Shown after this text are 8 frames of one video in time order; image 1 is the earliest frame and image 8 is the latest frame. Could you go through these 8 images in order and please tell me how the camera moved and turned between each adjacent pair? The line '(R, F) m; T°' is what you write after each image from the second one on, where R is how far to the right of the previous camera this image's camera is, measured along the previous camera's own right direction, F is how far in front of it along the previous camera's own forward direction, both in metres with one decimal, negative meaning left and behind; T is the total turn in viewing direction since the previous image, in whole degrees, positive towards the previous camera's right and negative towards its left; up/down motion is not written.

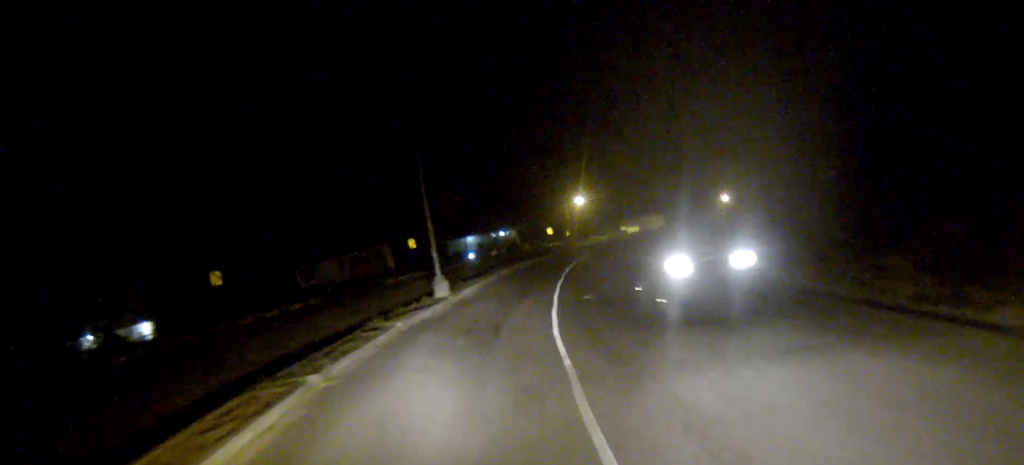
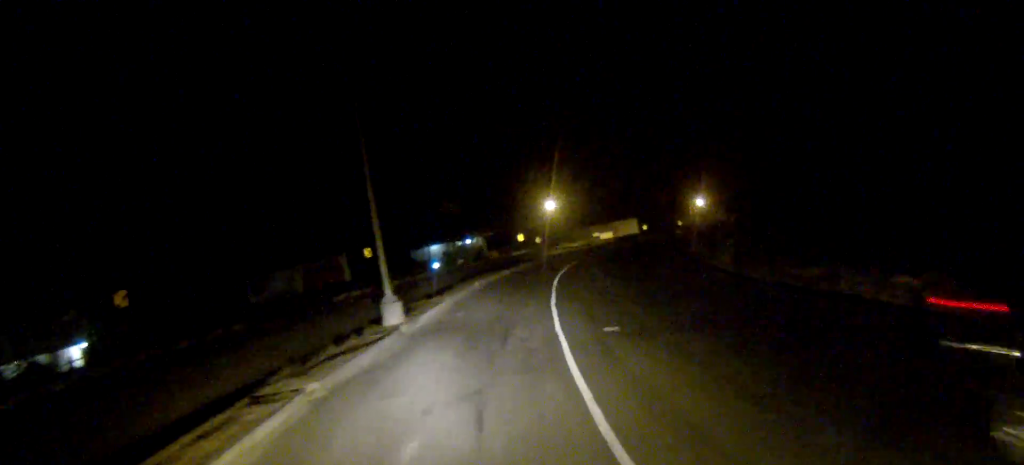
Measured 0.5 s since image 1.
(0.0, +7.6) m; +3°
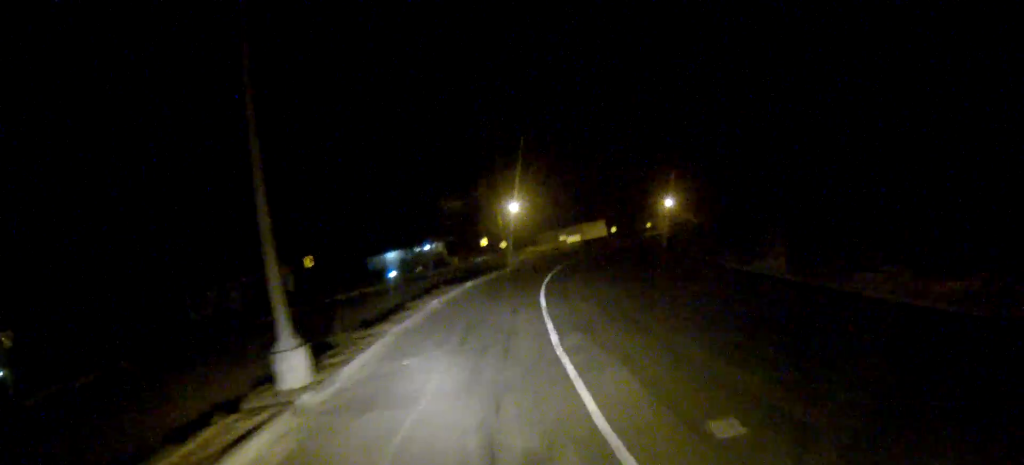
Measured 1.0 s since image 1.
(+0.3, +8.2) m; +2°
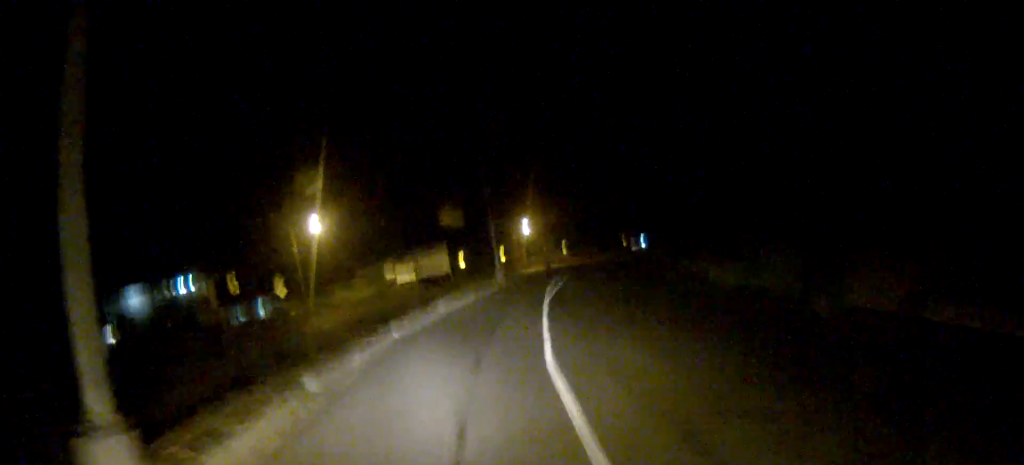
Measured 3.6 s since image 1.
(+5.4, +42.6) m; +15°
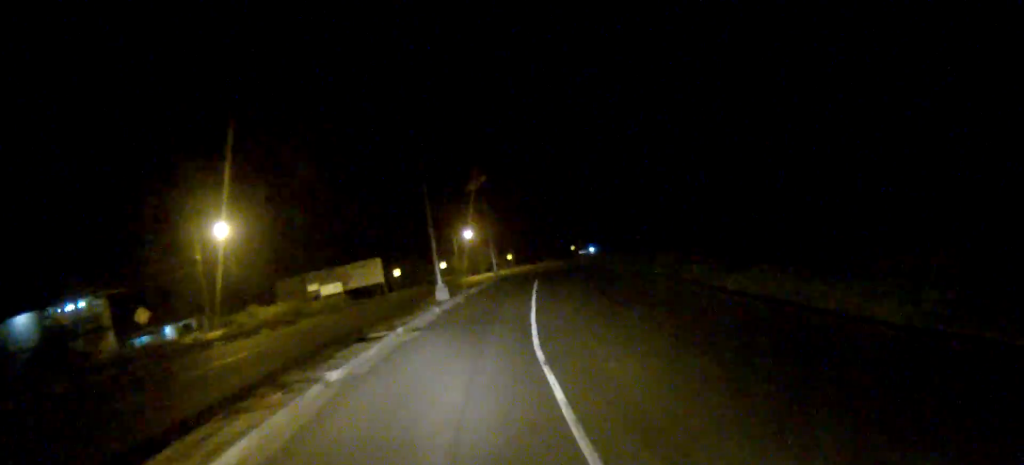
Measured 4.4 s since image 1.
(+0.3, +13.0) m; +3°
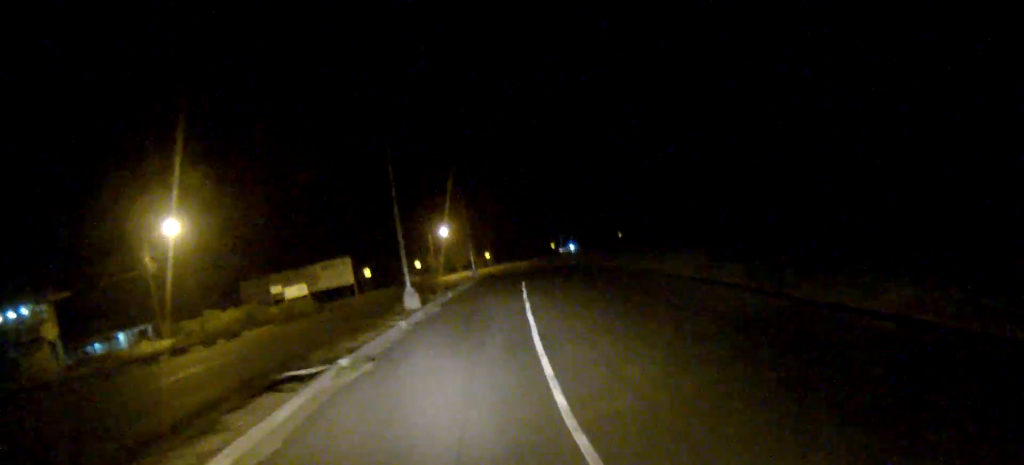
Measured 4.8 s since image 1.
(+0.2, +6.6) m; +1°
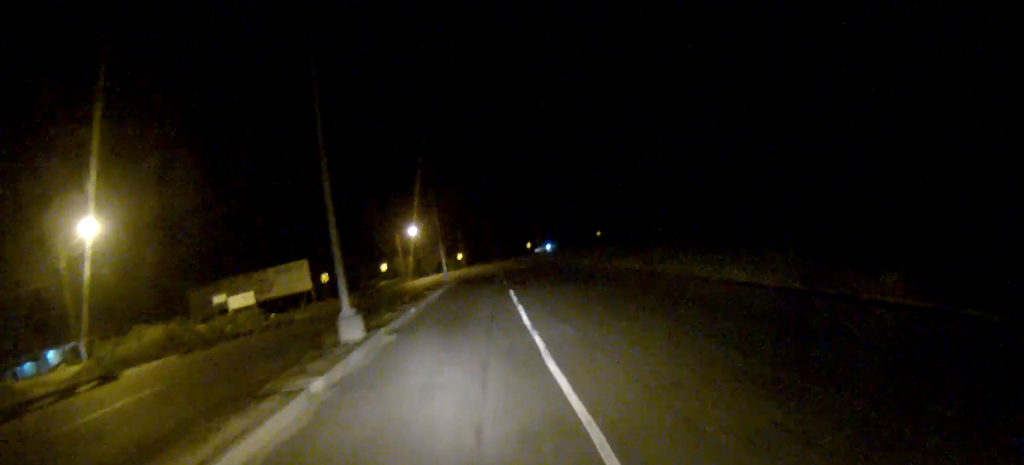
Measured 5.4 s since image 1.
(+0.2, +9.9) m; +1°
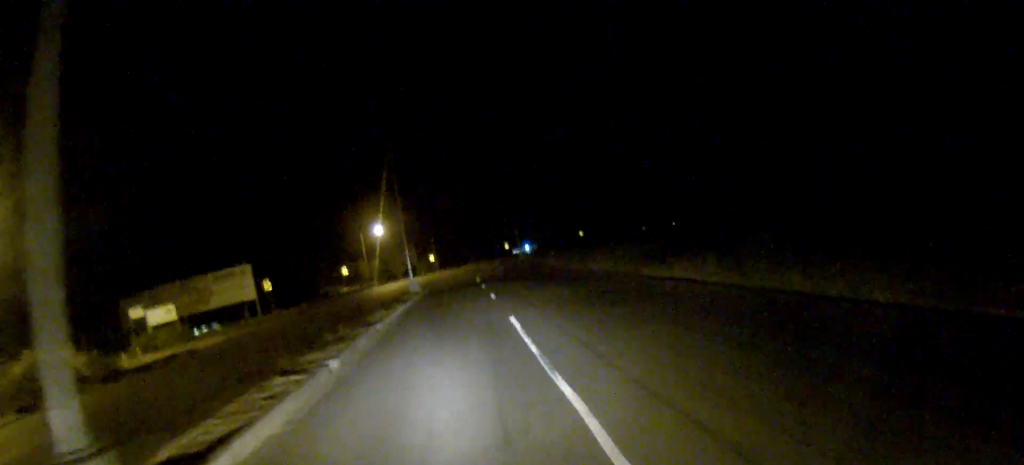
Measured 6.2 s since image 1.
(0.0, +12.7) m; 0°
